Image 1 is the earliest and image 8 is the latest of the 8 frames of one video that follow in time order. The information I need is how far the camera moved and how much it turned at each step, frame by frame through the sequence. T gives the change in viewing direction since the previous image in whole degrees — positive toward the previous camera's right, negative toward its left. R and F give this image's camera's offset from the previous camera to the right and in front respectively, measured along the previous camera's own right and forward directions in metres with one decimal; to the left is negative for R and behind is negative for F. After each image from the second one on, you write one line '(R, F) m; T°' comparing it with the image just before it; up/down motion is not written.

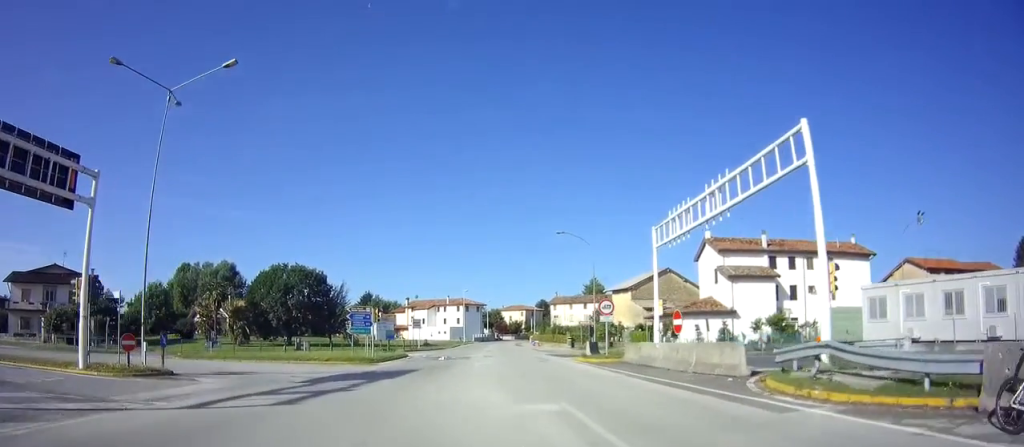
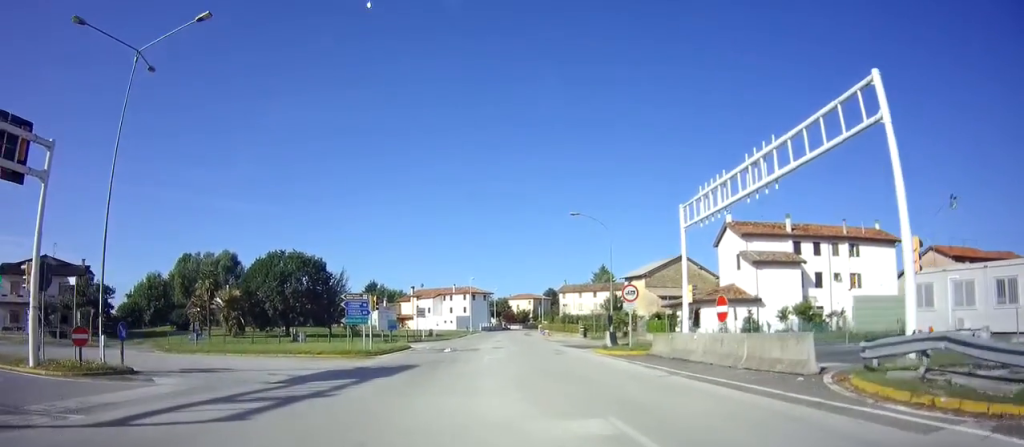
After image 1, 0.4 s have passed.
(0.0, +2.9) m; 0°
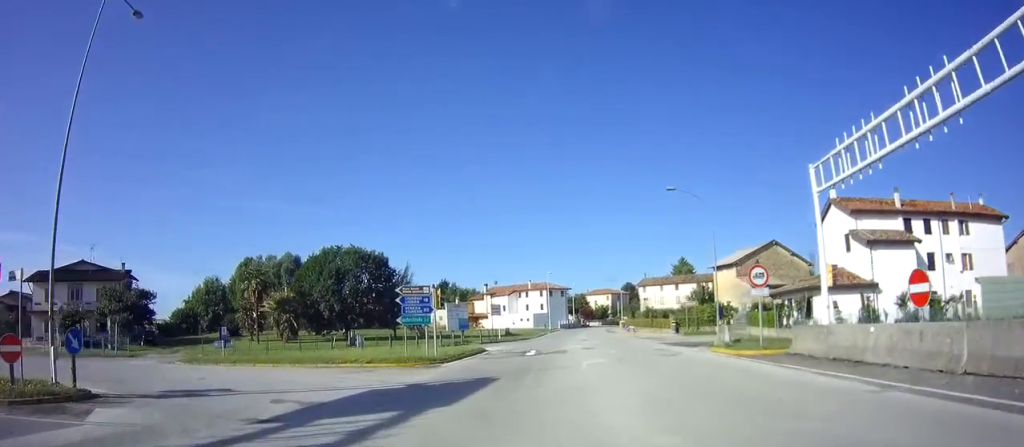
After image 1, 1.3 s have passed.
(0.0, +5.6) m; -10°
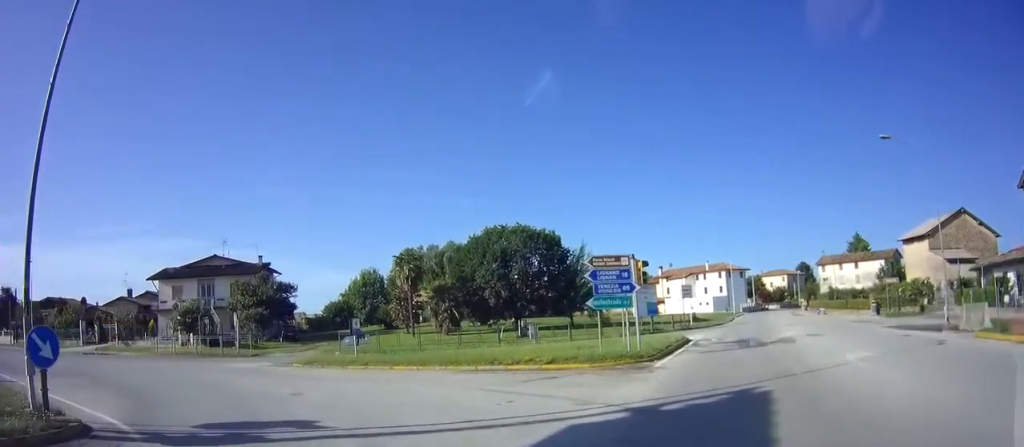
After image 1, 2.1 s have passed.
(-0.9, +5.6) m; -19°
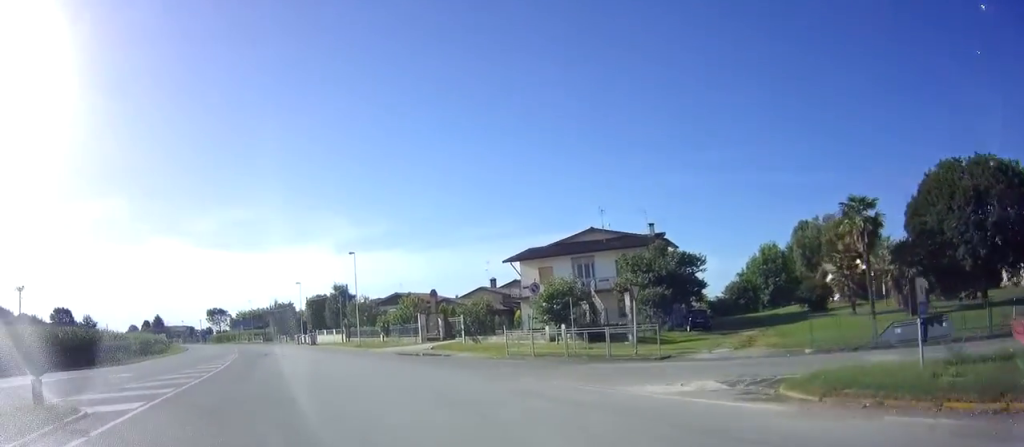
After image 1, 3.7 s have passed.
(-4.3, +11.1) m; -38°
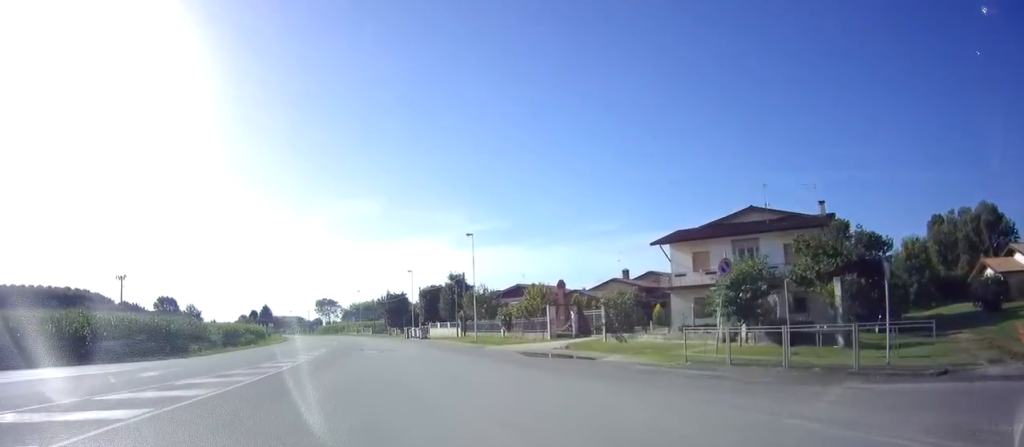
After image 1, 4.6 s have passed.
(-1.1, +7.5) m; -11°
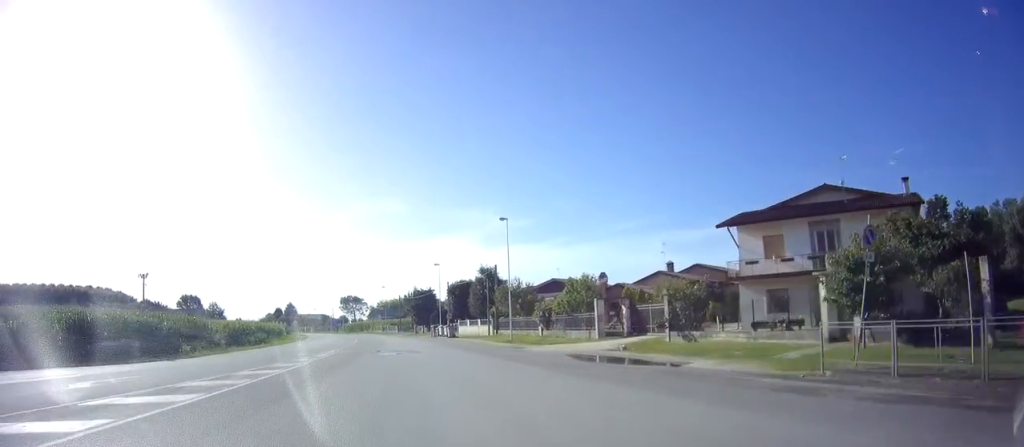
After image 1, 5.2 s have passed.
(-0.3, +5.7) m; -3°
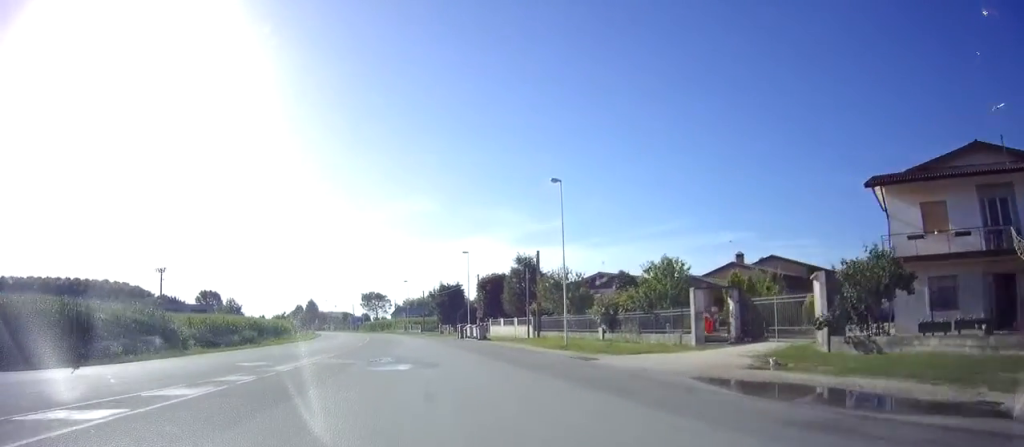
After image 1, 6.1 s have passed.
(-0.4, +10.4) m; -3°
